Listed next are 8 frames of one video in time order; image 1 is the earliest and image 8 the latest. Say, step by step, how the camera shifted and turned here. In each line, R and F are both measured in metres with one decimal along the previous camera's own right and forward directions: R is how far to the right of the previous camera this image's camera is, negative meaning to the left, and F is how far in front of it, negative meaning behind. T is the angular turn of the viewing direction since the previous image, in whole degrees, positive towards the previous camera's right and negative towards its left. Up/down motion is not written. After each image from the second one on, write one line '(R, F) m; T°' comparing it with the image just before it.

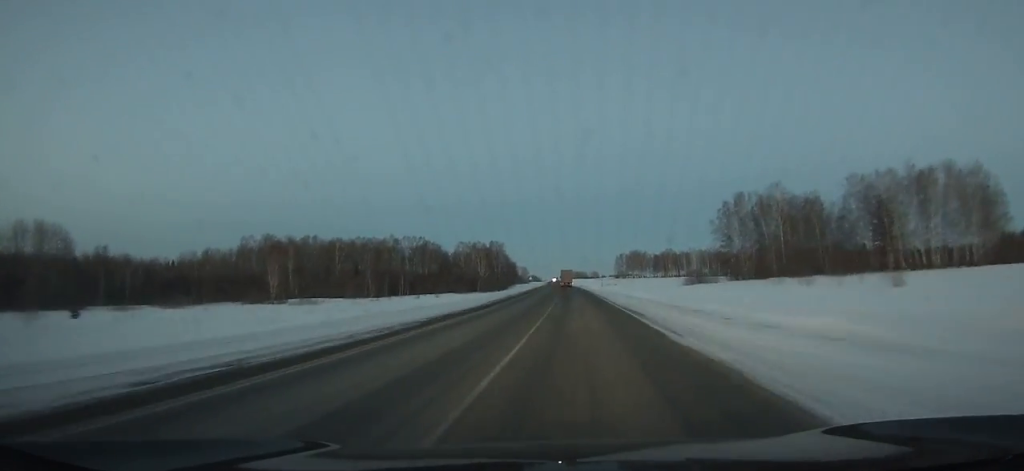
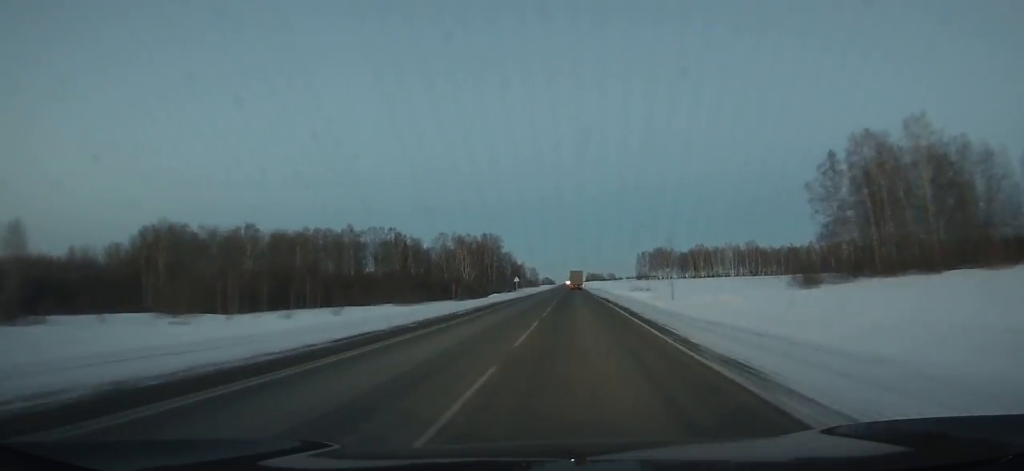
(-1.2, +63.8) m; -1°
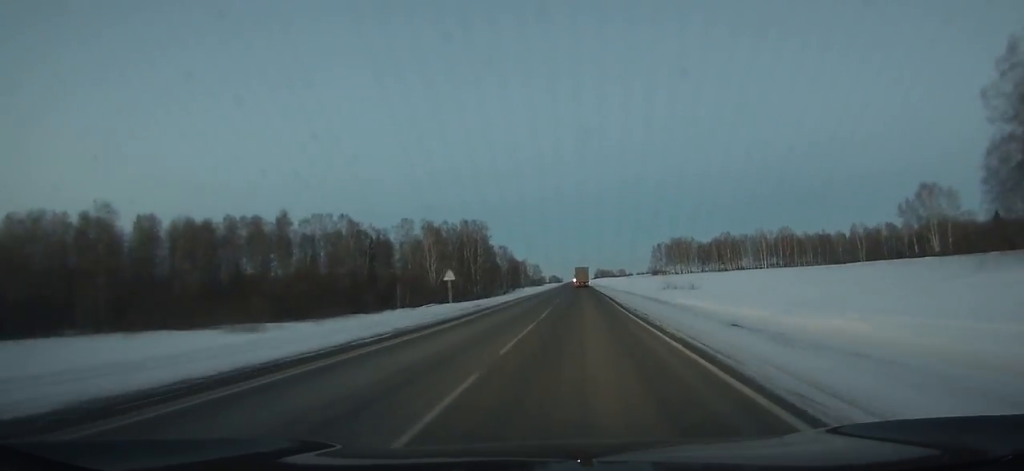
(-0.4, +49.3) m; -1°
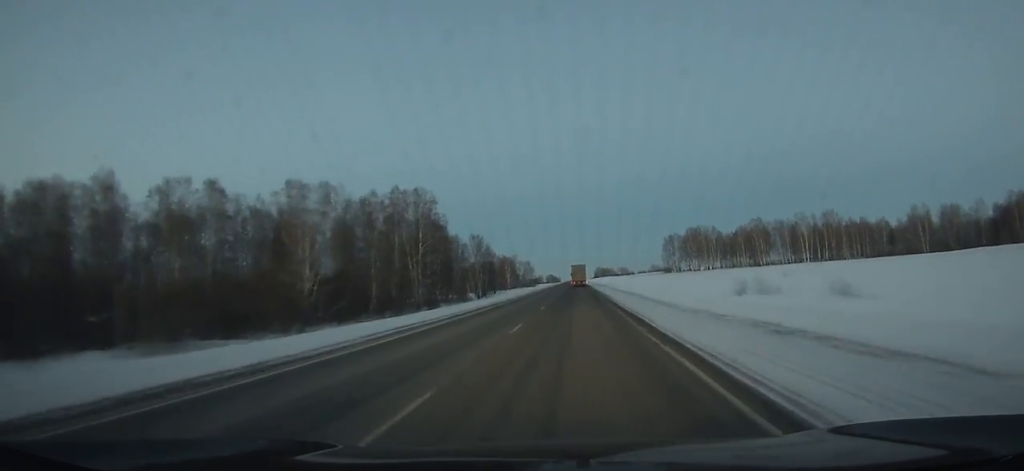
(-0.5, +63.1) m; -1°
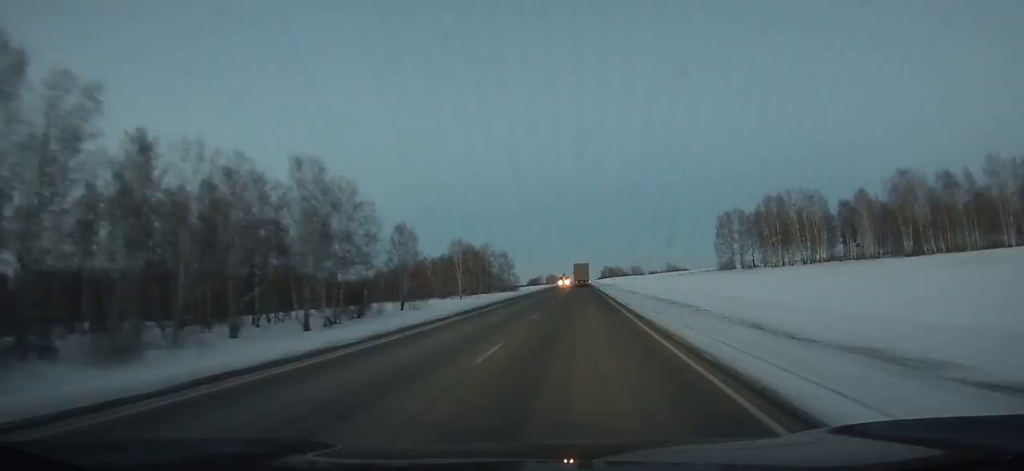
(-0.6, +129.3) m; 0°
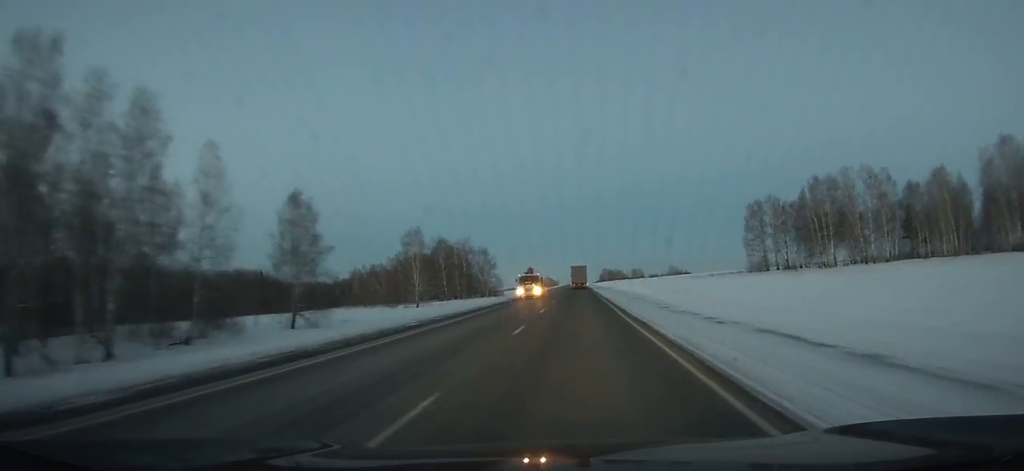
(-0.1, +43.8) m; 0°
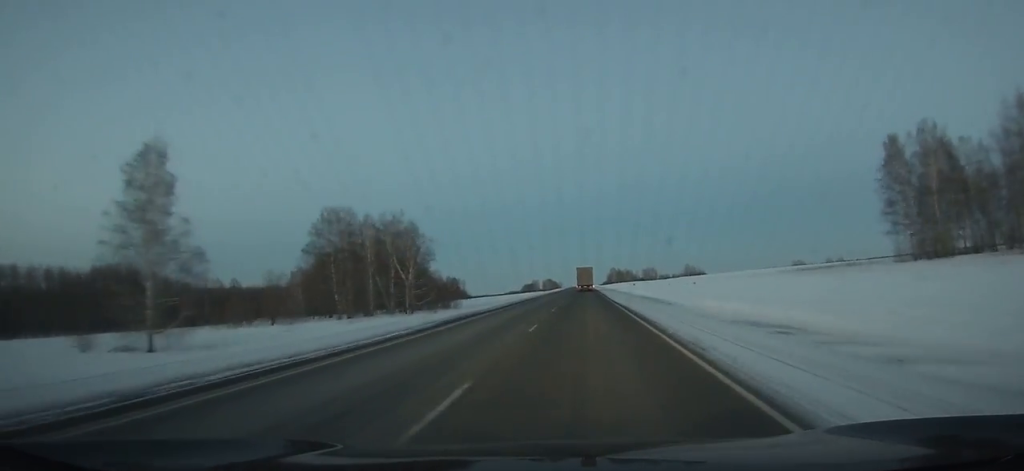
(0.0, +86.6) m; 0°
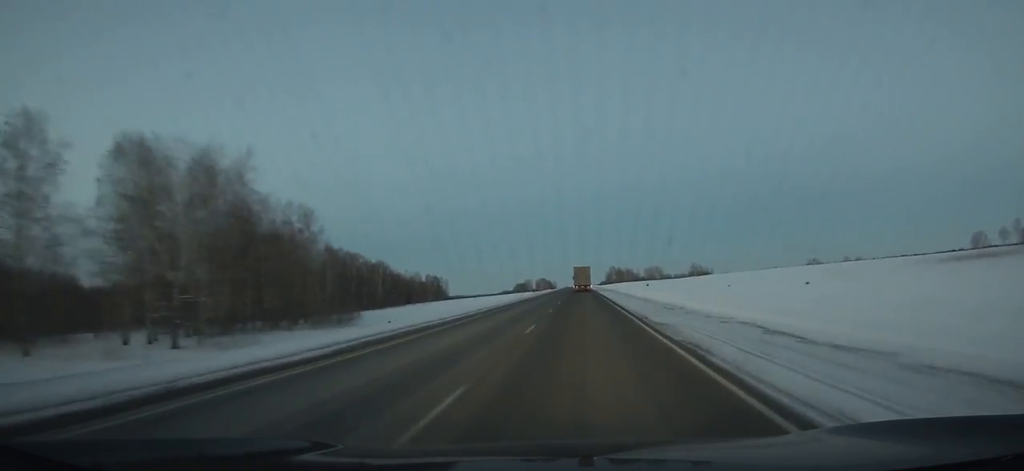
(+0.4, +60.9) m; 0°
